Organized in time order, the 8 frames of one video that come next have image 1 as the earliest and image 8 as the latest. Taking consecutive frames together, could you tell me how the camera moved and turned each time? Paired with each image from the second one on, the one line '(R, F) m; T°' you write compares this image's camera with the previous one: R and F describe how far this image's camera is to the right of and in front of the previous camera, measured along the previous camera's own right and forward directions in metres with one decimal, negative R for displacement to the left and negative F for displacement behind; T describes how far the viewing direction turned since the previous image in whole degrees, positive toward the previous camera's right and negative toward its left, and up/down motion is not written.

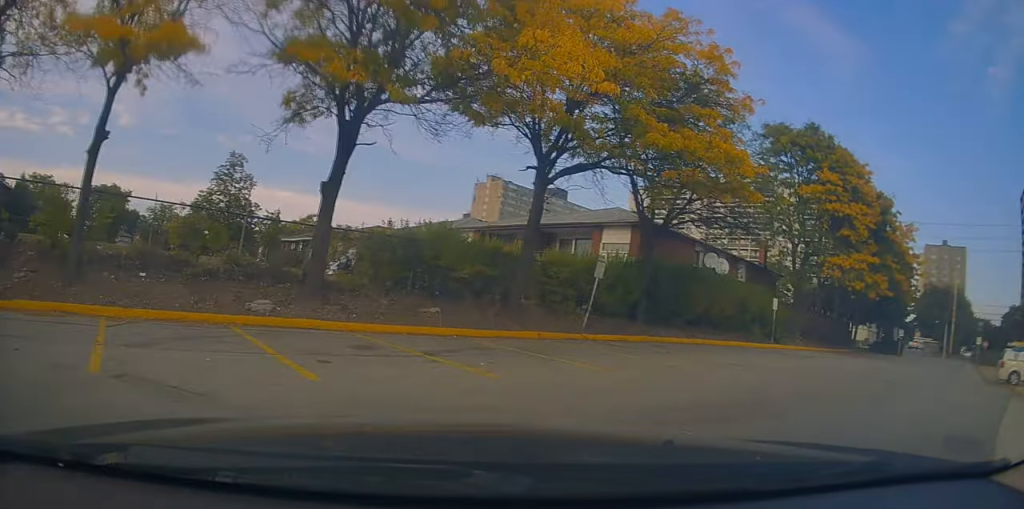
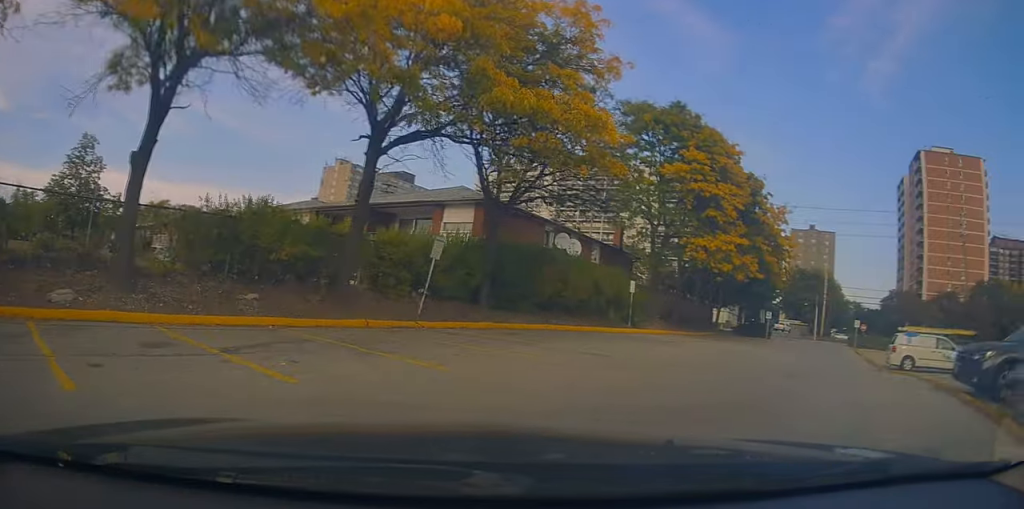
(+0.3, +1.5) m; +10°
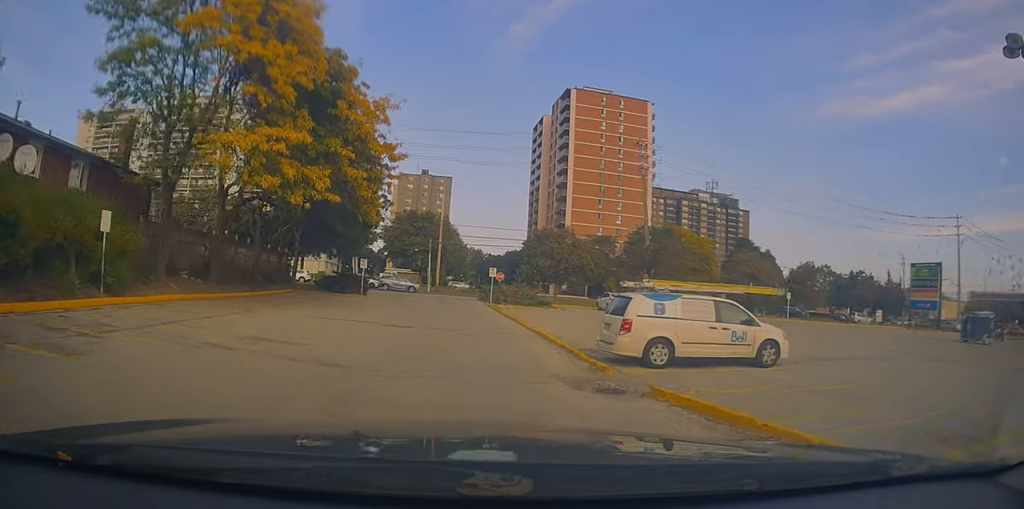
(+4.7, +12.3) m; +27°
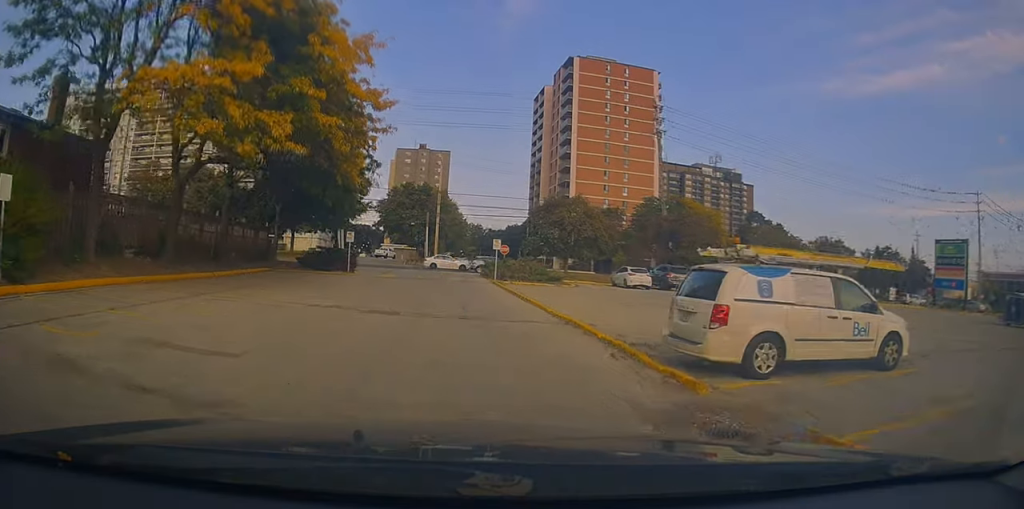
(-0.1, +4.4) m; -2°
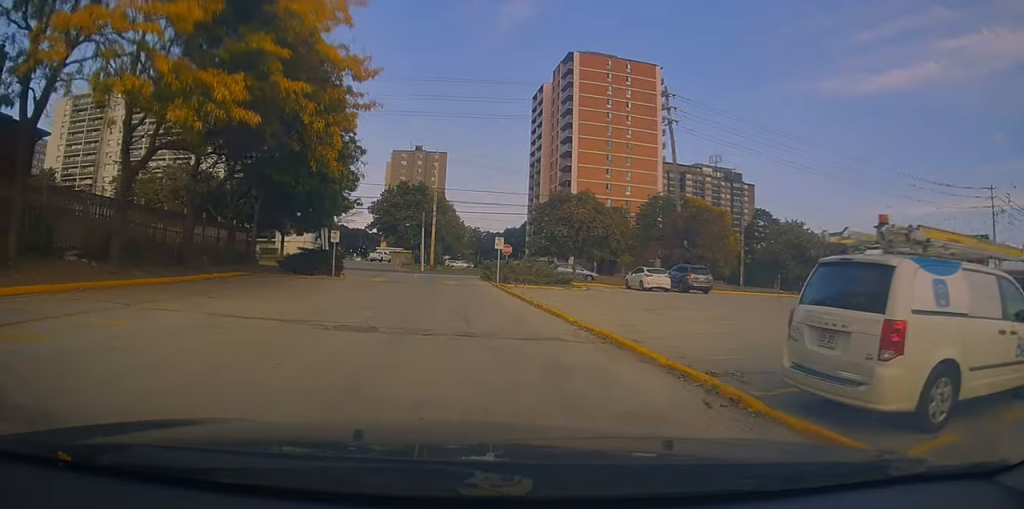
(-0.1, +3.5) m; -2°
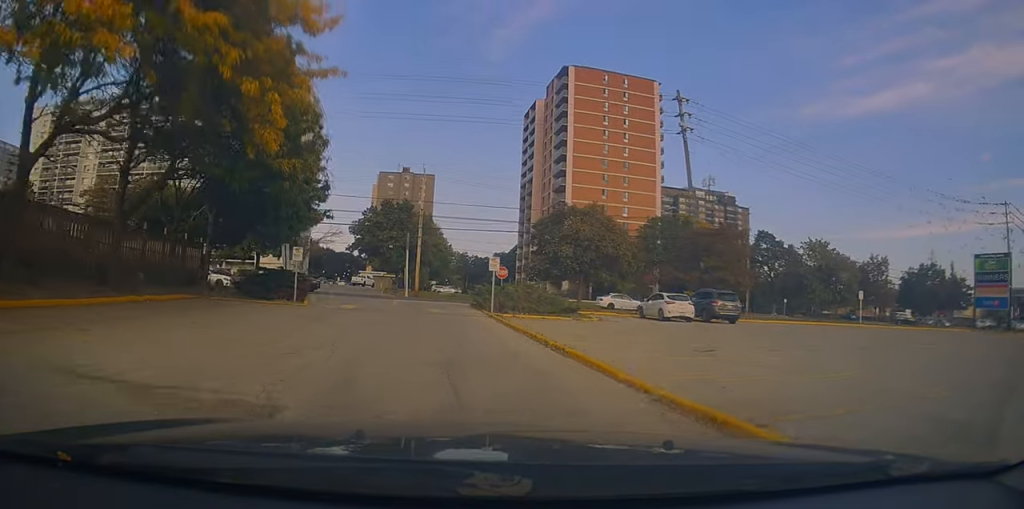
(0.0, +5.0) m; +4°
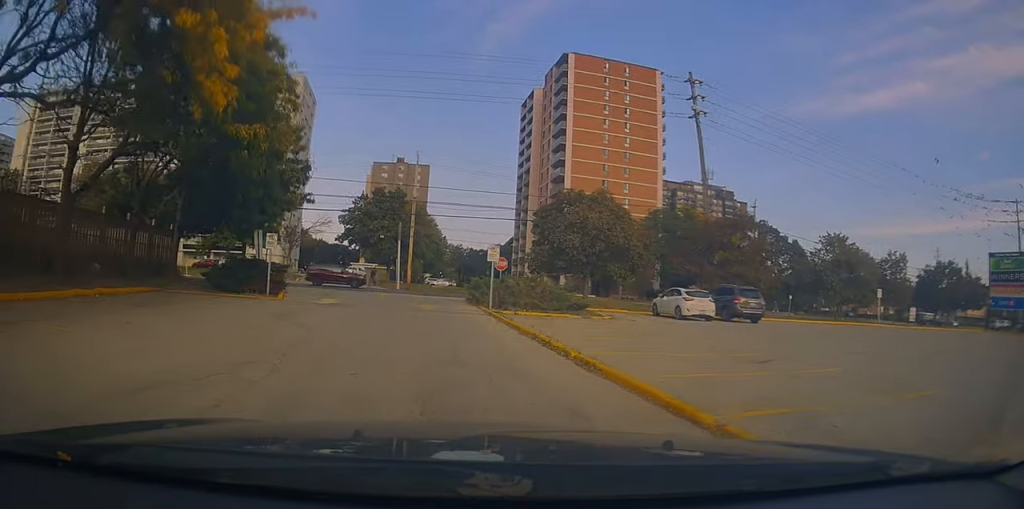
(0.0, +3.0) m; +2°
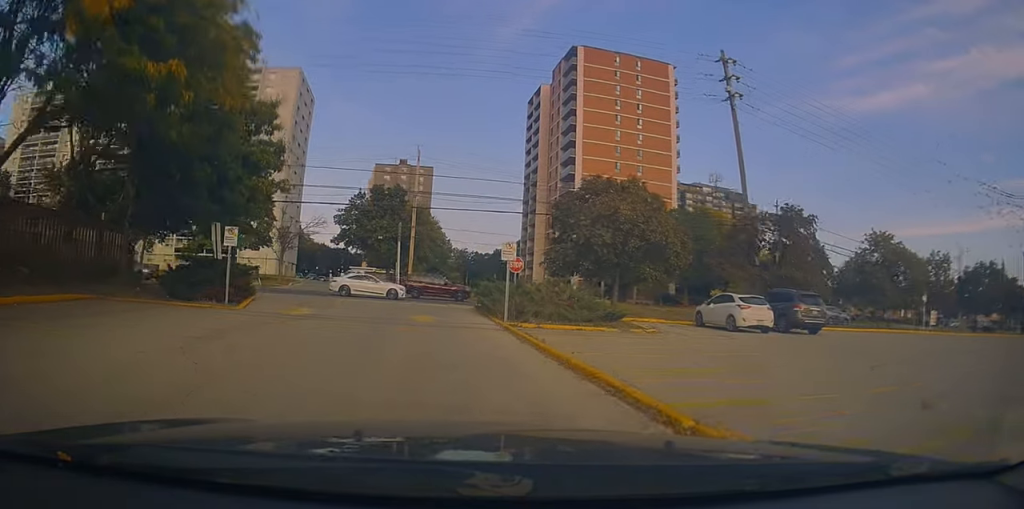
(+0.4, +5.0) m; +1°
